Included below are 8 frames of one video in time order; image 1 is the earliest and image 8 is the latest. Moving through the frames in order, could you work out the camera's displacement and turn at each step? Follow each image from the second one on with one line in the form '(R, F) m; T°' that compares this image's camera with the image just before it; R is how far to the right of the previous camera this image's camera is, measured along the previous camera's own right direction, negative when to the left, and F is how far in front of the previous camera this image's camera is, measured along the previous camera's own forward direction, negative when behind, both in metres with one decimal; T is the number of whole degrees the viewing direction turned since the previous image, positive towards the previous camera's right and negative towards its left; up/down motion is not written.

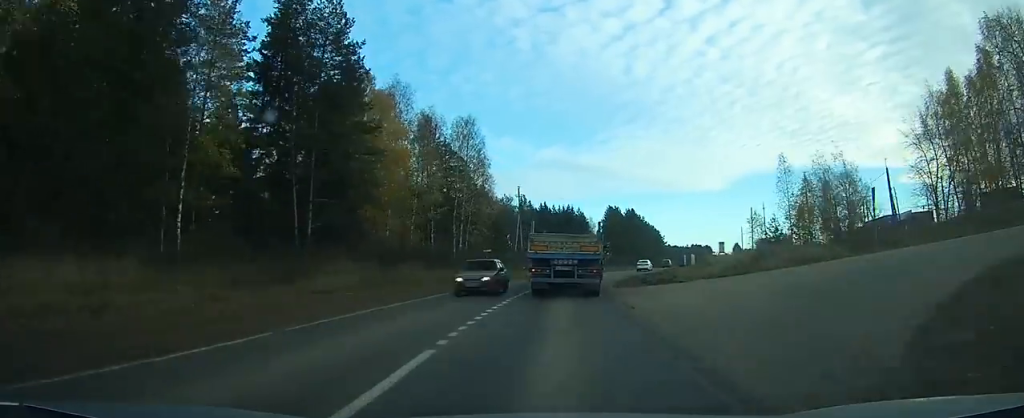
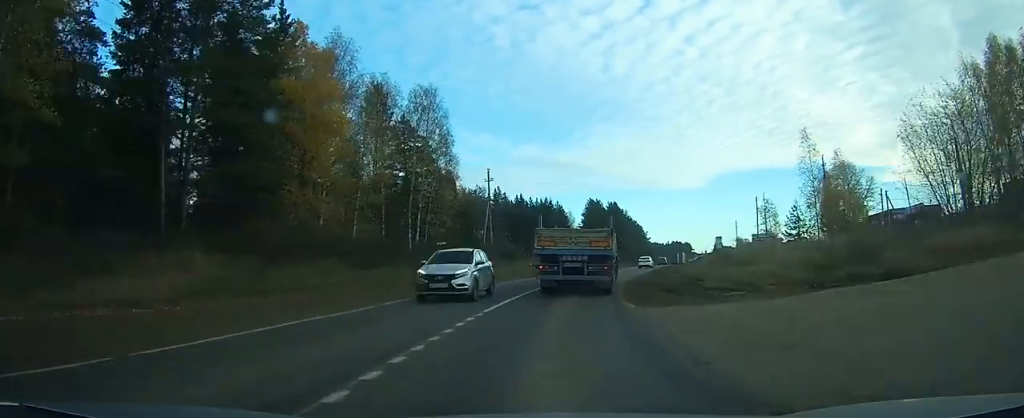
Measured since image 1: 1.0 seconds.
(0.0, +13.0) m; +1°
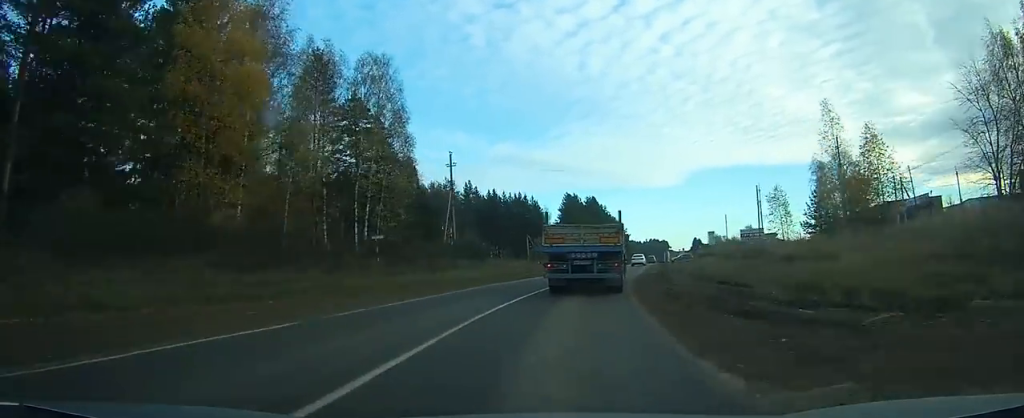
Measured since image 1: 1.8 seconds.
(+0.1, +10.2) m; +2°
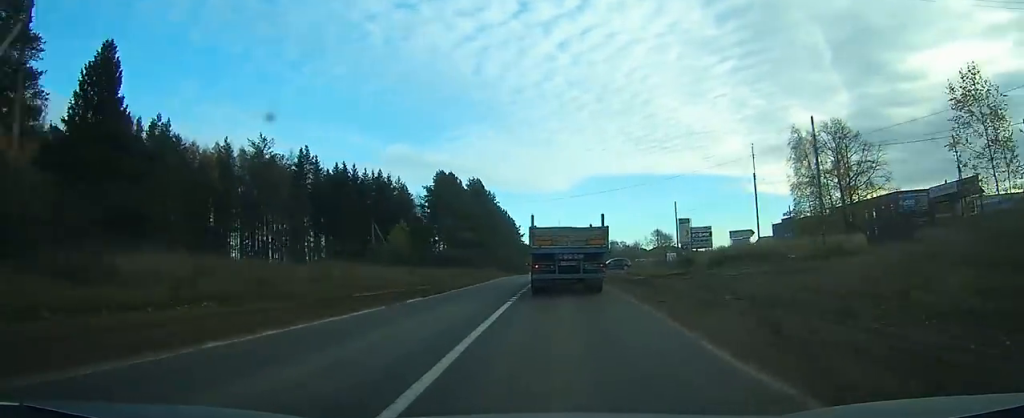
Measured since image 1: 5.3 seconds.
(+3.4, +42.5) m; +10°
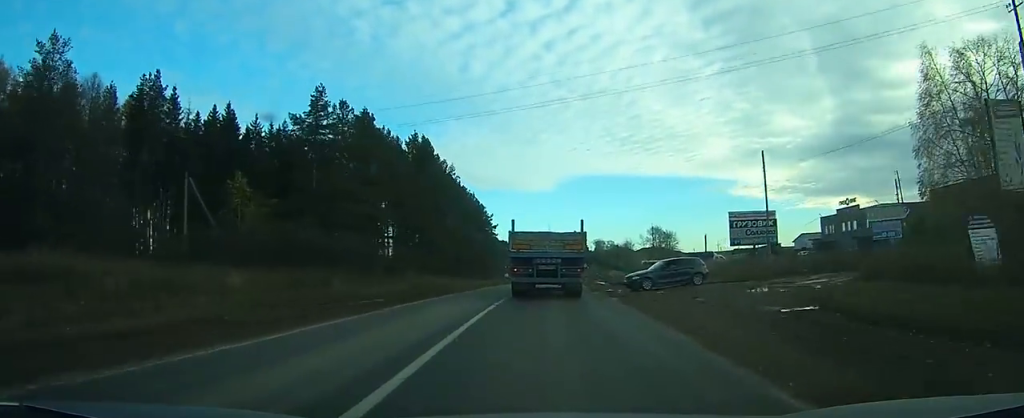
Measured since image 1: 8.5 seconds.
(+2.4, +39.2) m; +5°
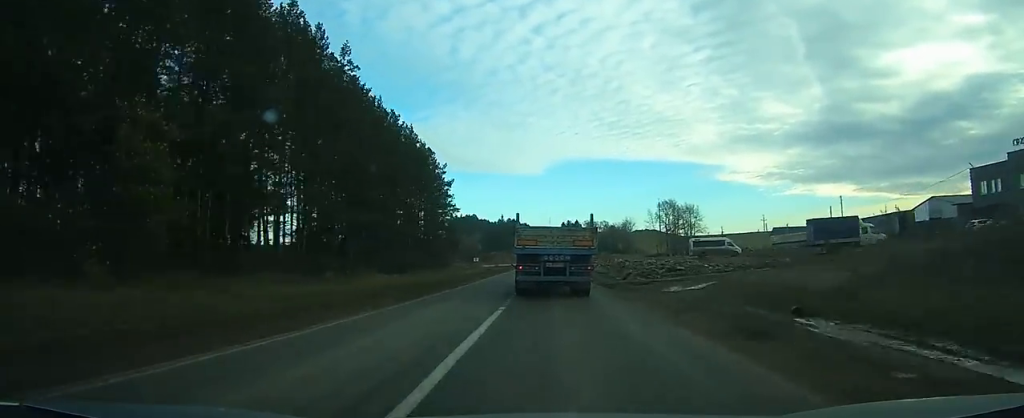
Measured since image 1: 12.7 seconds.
(+0.7, +50.7) m; +1°
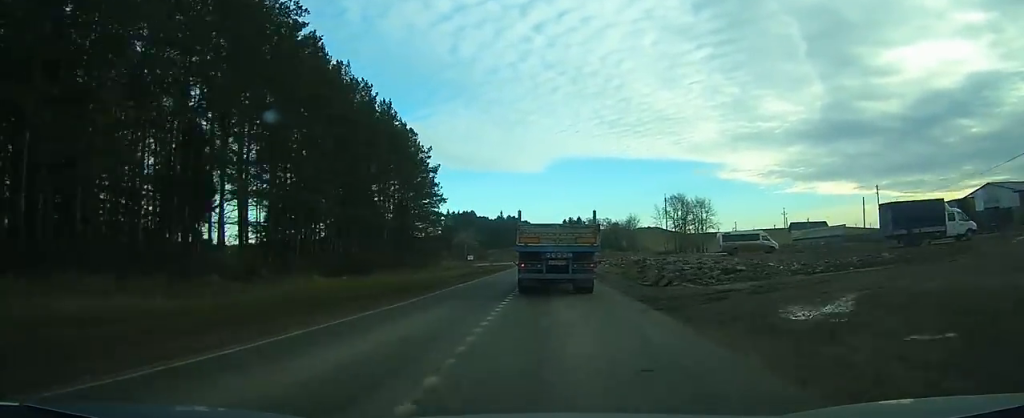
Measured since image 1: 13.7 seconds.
(0.0, +12.1) m; 0°
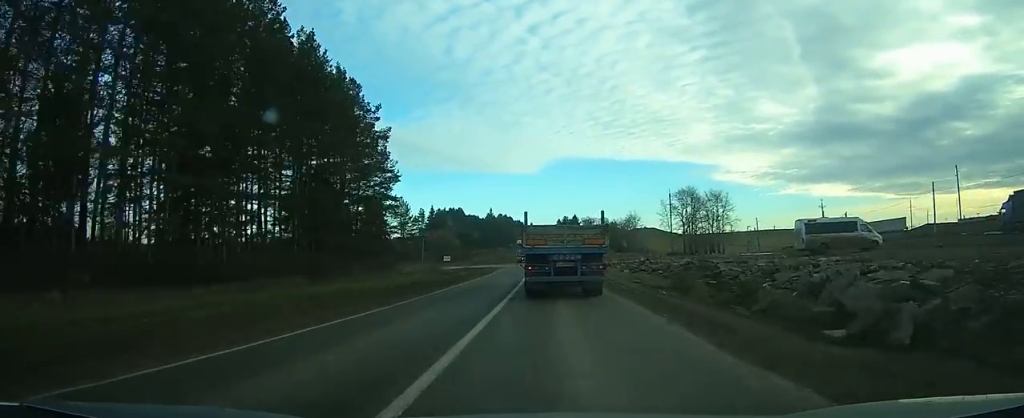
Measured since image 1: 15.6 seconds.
(+0.1, +21.8) m; 0°
